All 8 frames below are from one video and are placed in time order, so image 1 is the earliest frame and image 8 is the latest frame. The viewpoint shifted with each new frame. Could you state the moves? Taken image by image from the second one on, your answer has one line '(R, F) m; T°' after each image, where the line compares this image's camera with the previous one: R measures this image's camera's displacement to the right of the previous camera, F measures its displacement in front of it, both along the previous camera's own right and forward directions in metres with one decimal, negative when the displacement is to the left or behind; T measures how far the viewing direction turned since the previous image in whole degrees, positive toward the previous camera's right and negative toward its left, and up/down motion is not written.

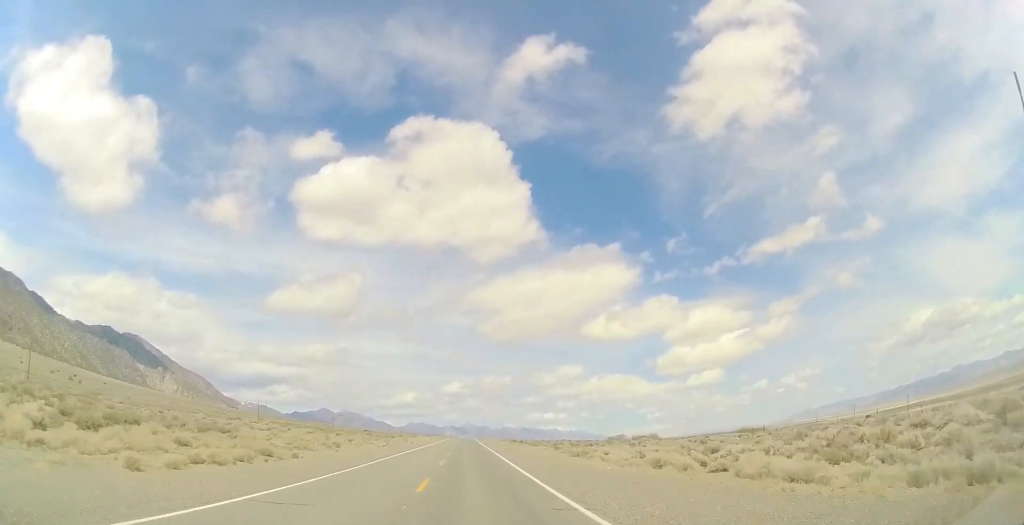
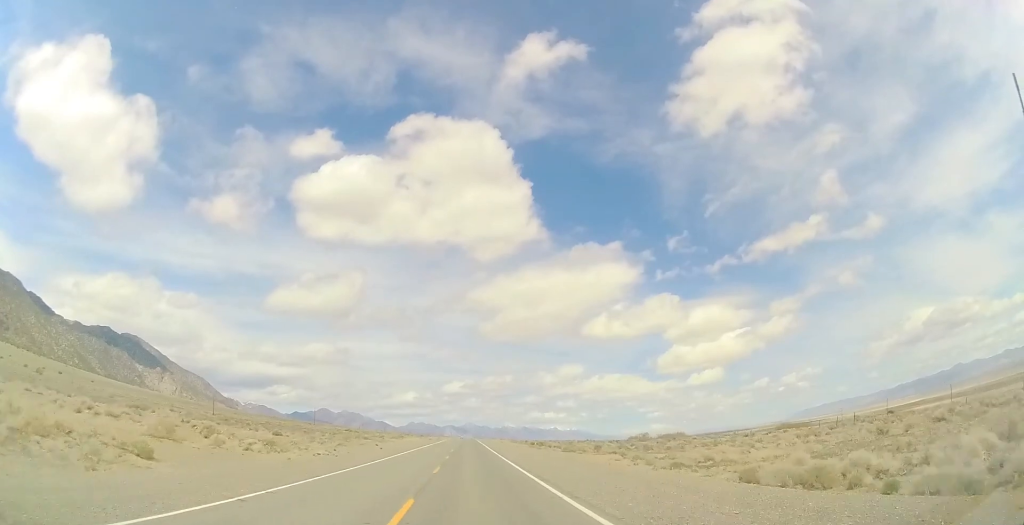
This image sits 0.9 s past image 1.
(0.0, +29.8) m; -1°
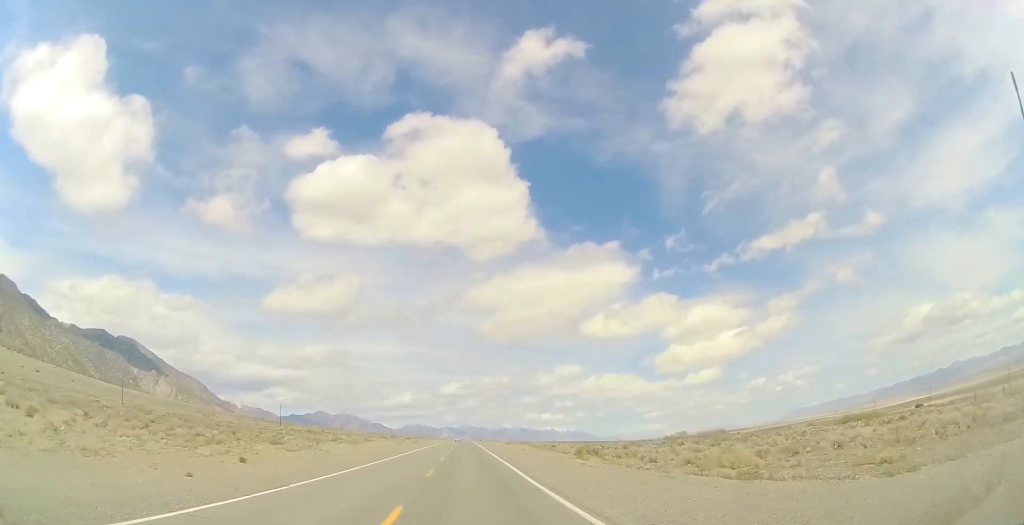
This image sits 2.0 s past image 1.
(-0.2, +37.5) m; +1°
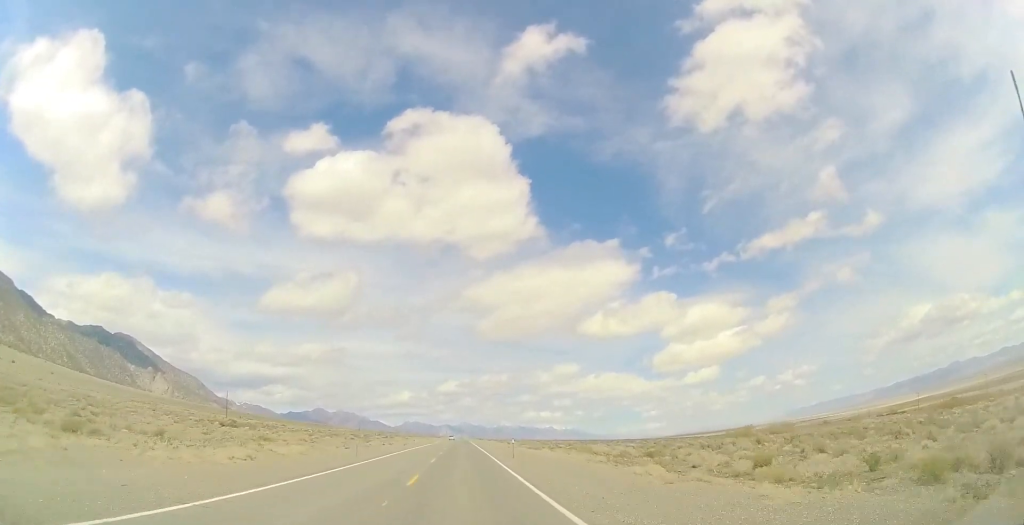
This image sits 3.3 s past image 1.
(+0.9, +40.7) m; +1°
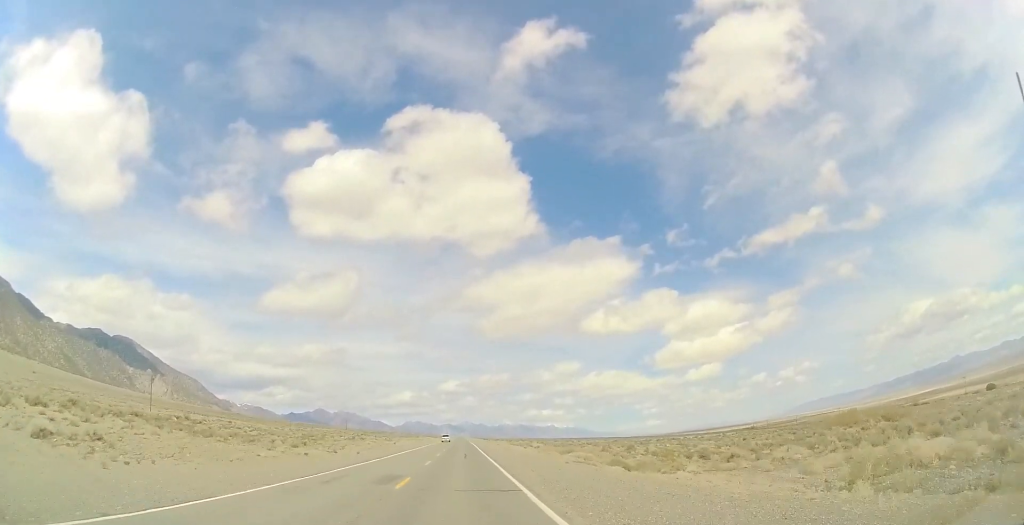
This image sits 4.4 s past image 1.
(-0.3, +37.2) m; -1°
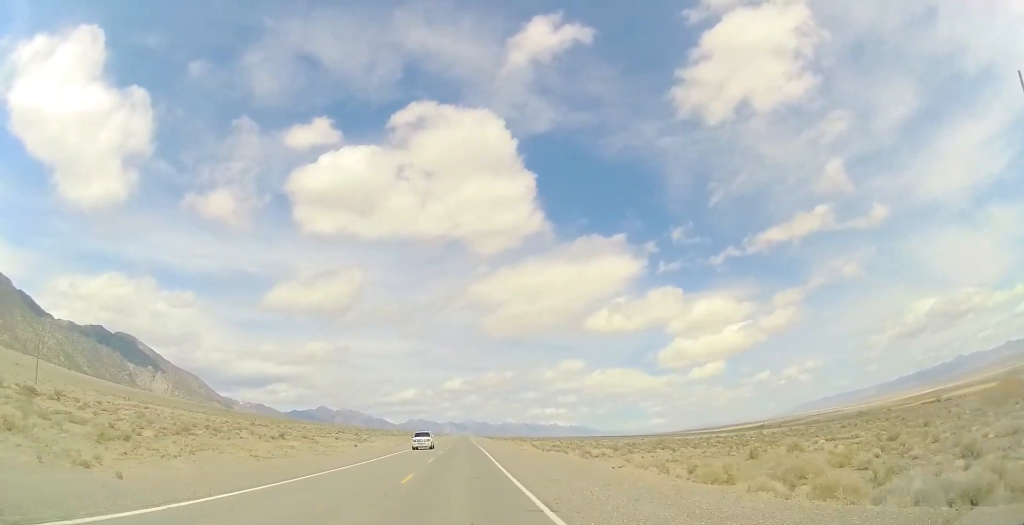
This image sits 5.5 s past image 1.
(-0.2, +35.1) m; 0°
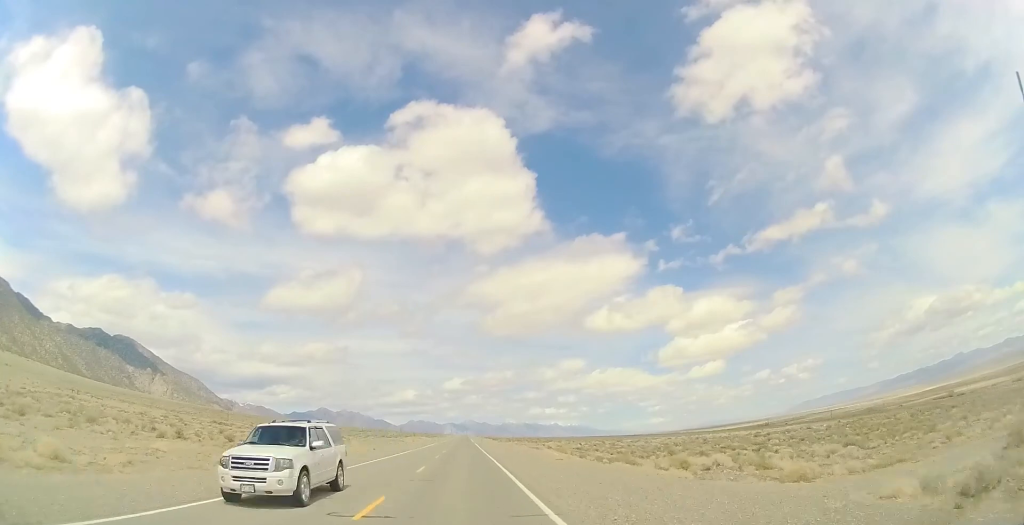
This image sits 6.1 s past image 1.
(0.0, +19.7) m; 0°
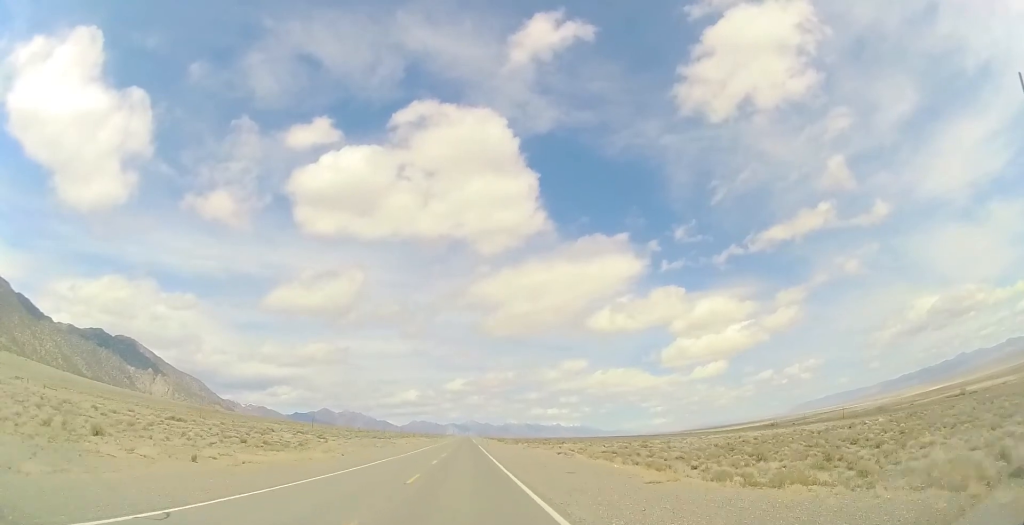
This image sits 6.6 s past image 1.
(0.0, +16.4) m; 0°
